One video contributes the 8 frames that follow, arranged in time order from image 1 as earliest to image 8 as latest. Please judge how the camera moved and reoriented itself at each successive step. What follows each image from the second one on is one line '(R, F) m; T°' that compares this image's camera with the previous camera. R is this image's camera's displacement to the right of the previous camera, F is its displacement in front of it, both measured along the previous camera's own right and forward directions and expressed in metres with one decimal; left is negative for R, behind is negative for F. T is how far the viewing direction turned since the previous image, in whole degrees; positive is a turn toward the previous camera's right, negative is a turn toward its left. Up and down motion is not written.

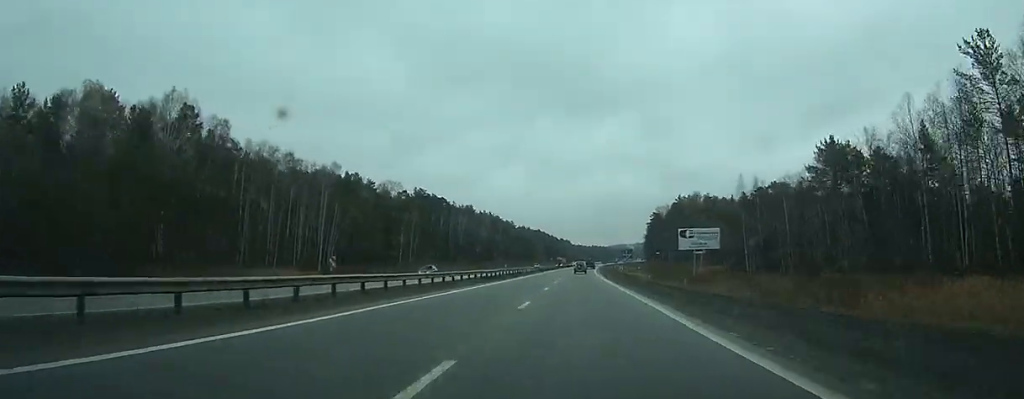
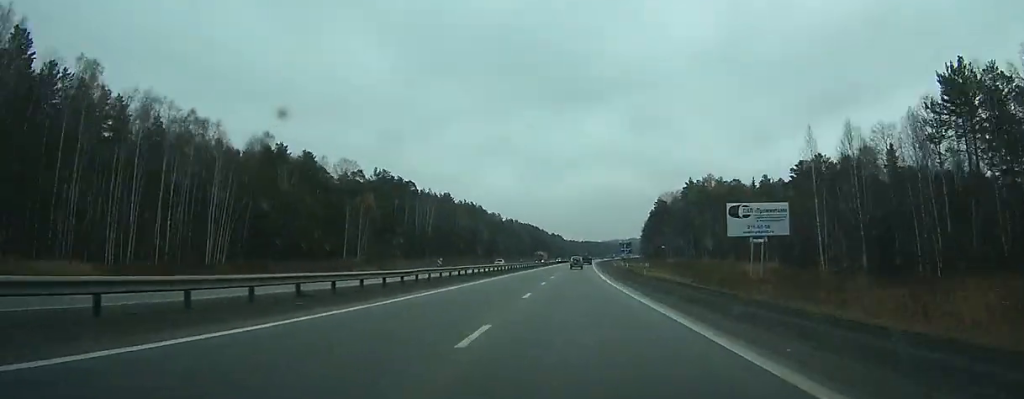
(+0.2, +32.1) m; +1°
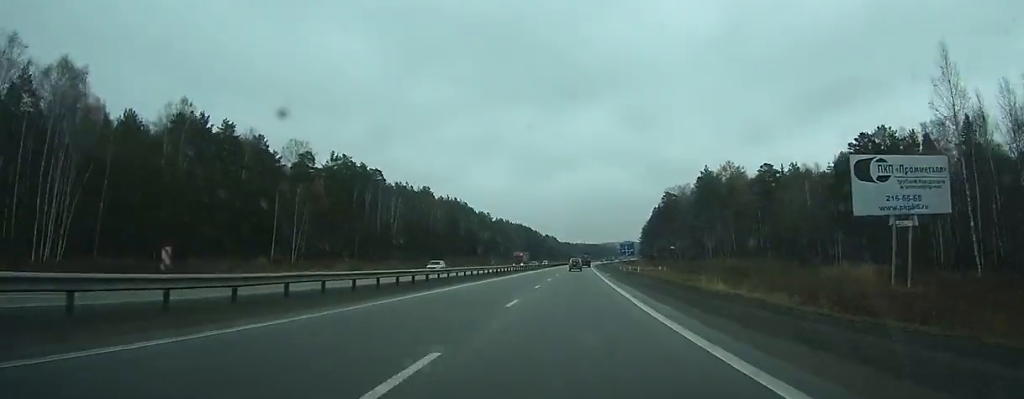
(0.0, +27.1) m; +1°
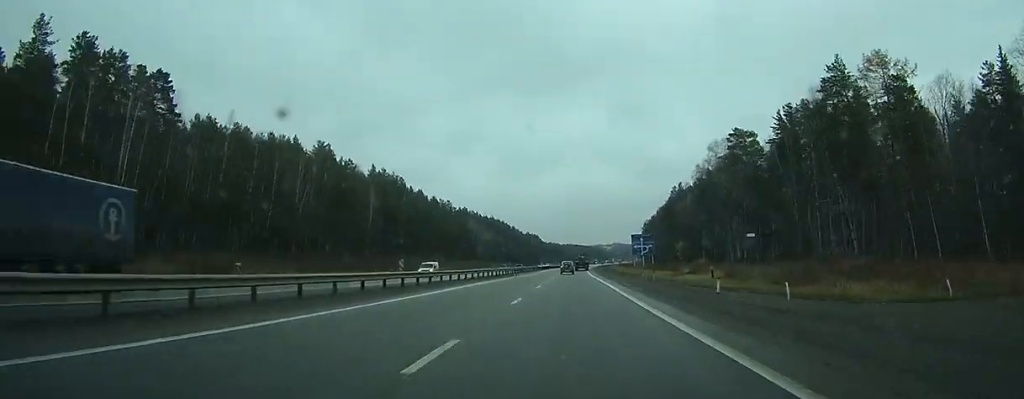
(+1.3, +82.4) m; +1°
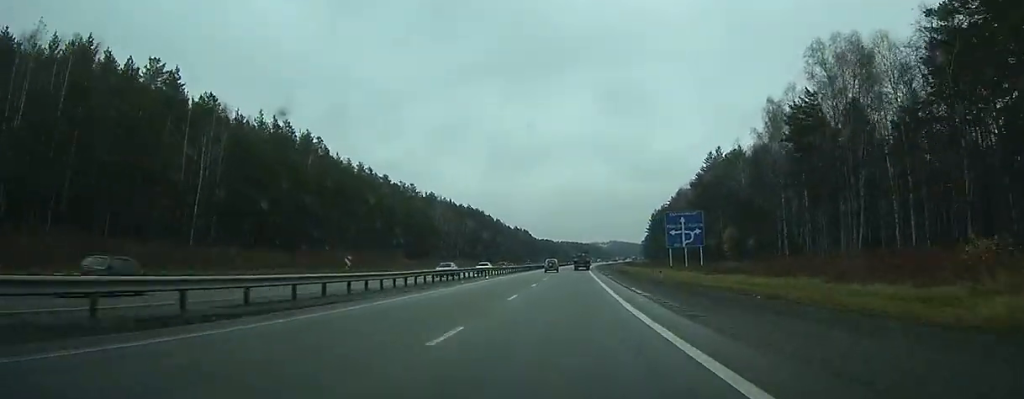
(+0.3, +57.1) m; 0°
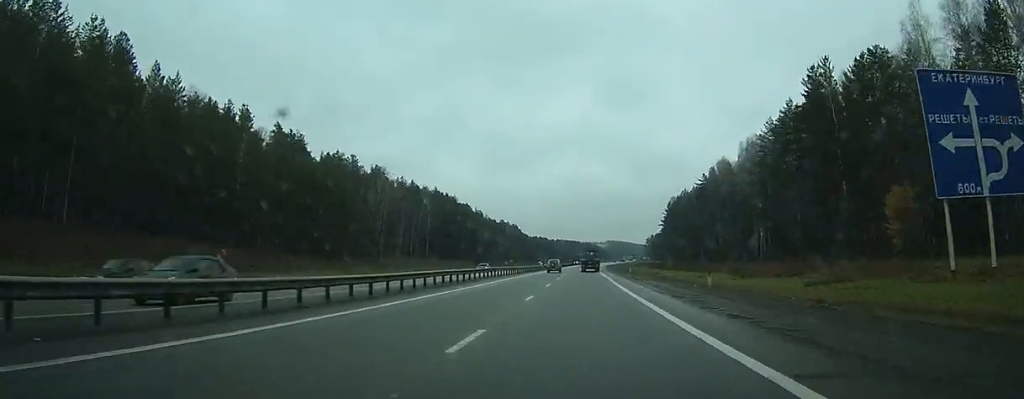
(0.0, +60.3) m; 0°
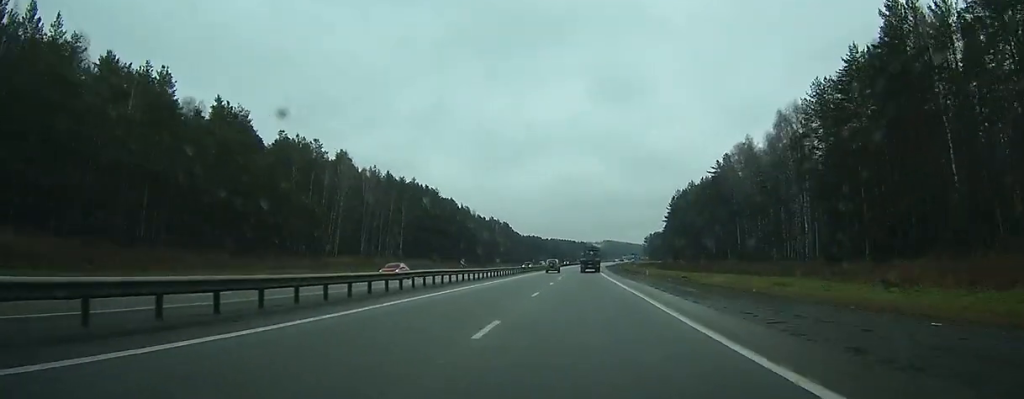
(+0.1, +22.2) m; 0°
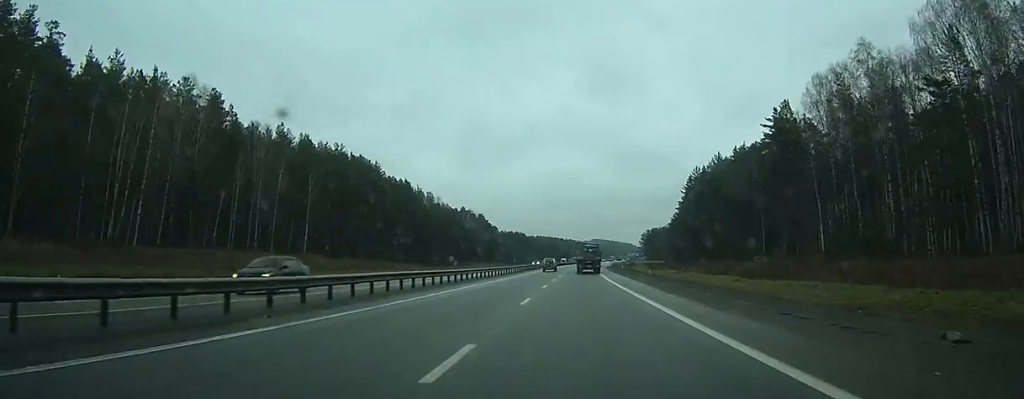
(+0.3, +51.0) m; +1°
